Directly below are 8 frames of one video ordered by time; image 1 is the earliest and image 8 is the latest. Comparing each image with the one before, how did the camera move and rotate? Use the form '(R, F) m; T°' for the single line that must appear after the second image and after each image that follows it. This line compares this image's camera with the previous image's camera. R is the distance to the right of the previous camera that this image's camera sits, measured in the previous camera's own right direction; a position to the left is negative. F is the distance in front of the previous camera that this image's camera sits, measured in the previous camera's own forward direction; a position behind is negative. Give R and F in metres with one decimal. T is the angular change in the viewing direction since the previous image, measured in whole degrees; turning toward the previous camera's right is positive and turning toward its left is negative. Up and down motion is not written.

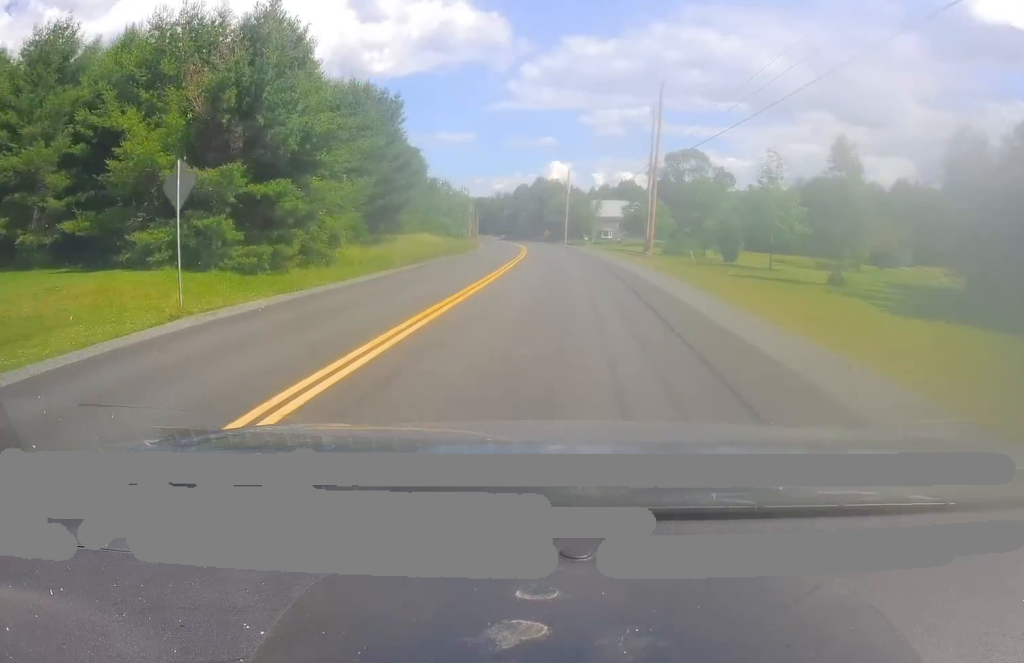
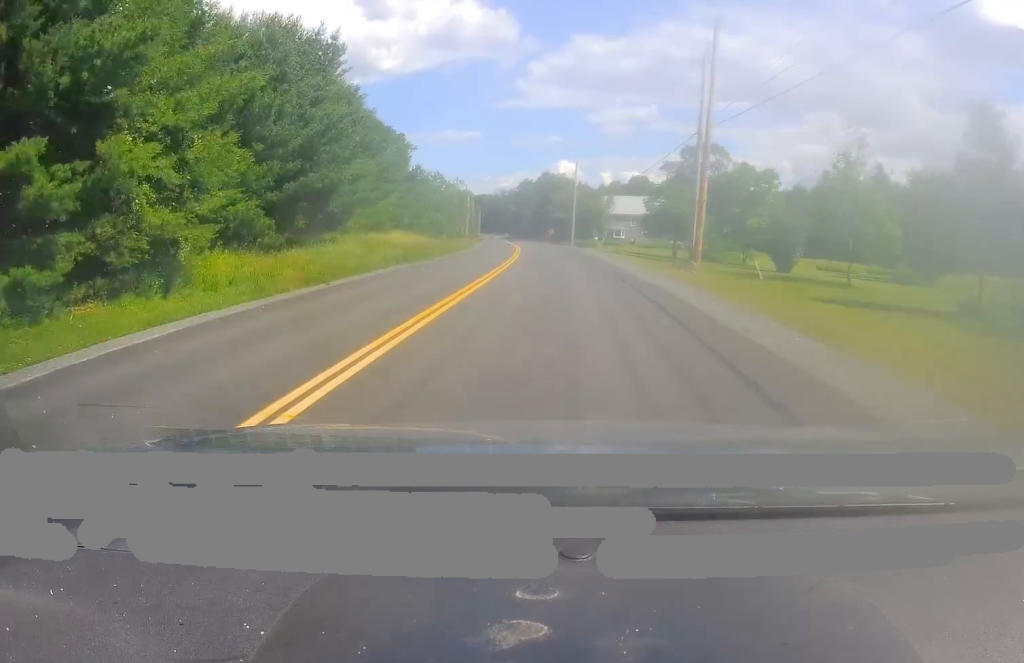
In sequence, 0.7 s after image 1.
(0.0, +15.3) m; 0°
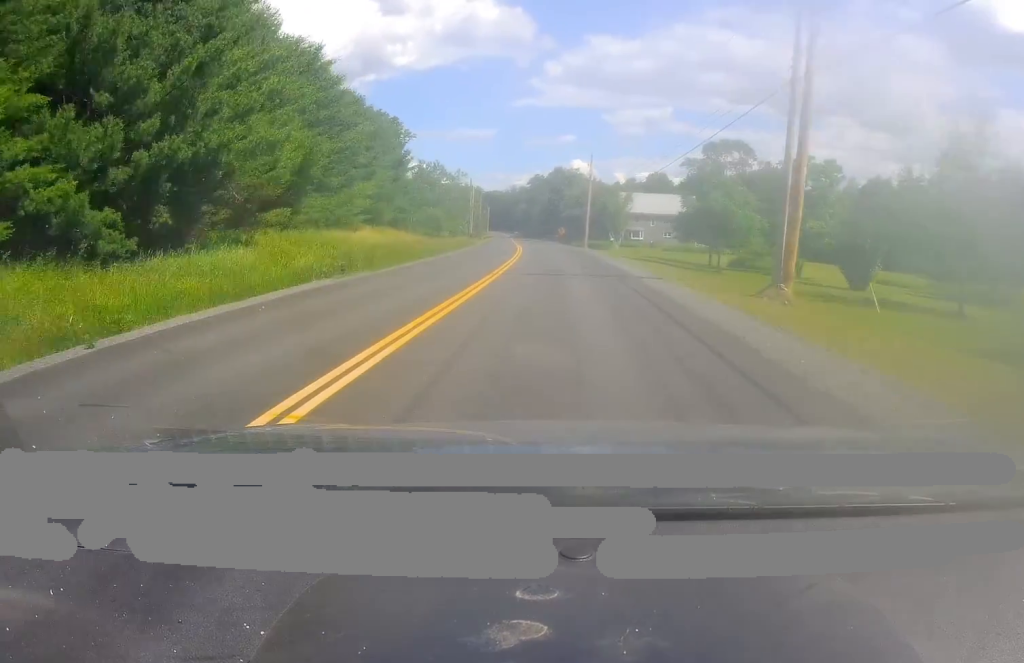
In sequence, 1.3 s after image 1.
(0.0, +11.9) m; -1°
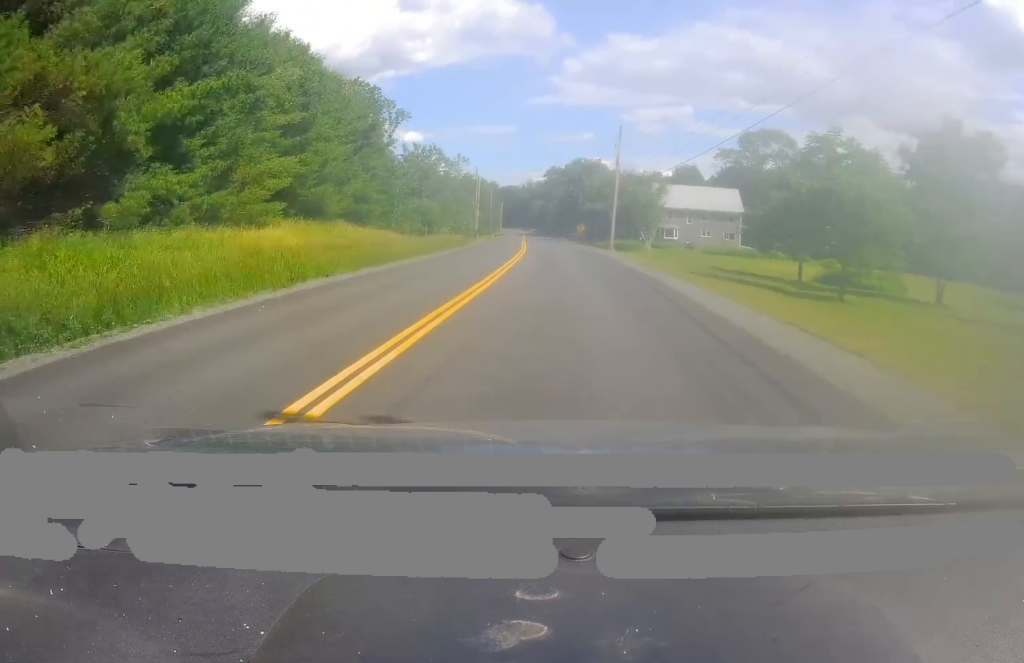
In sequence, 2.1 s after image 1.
(+0.2, +17.7) m; -5°
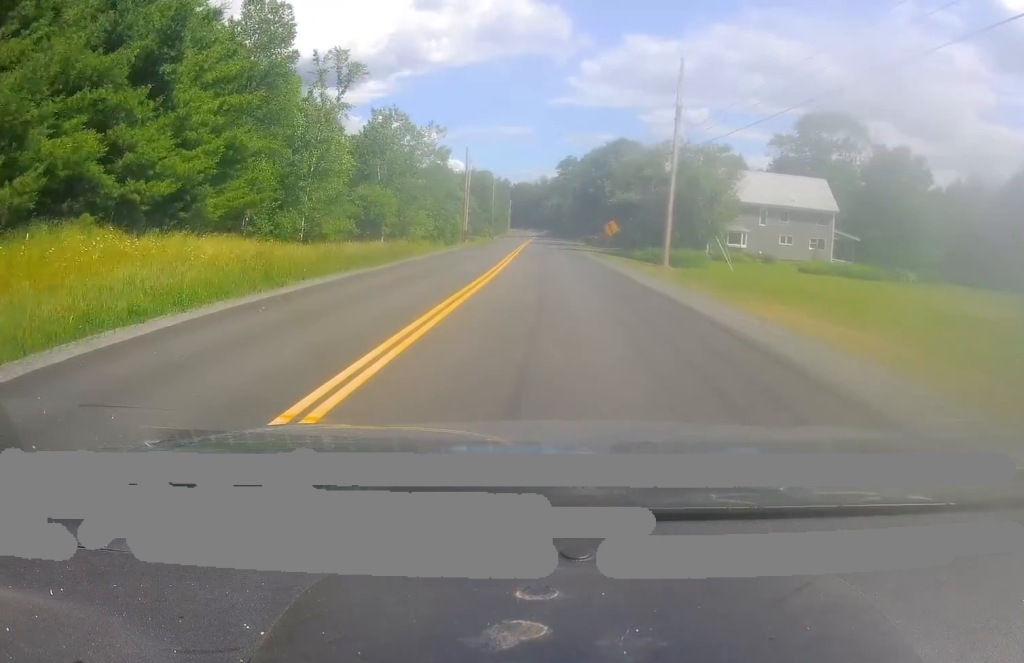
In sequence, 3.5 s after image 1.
(-2.0, +29.2) m; -1°
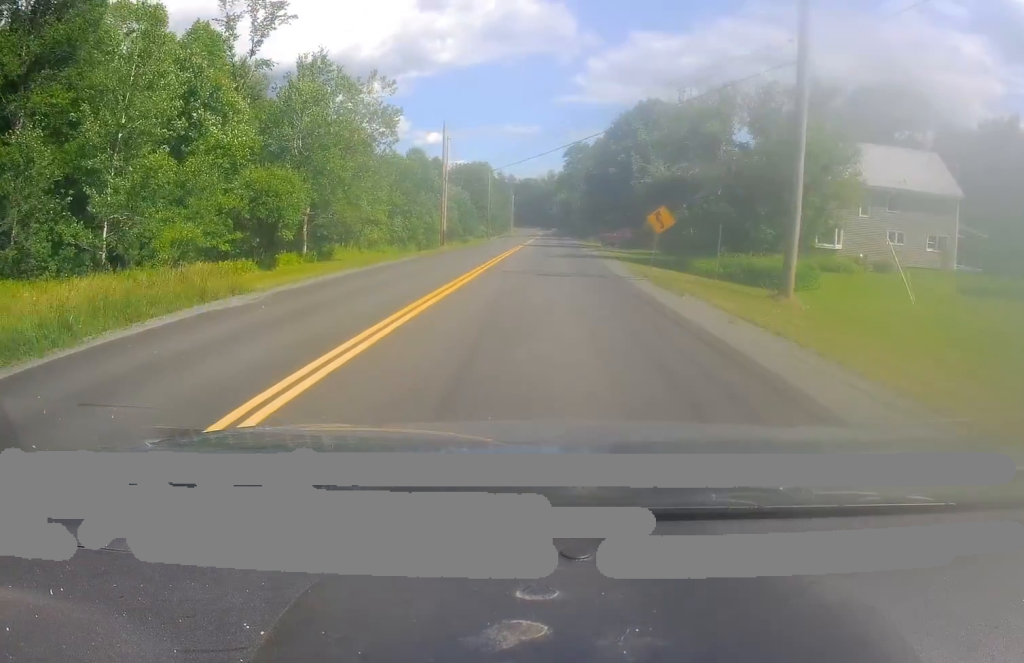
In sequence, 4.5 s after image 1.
(+0.8, +21.7) m; +2°
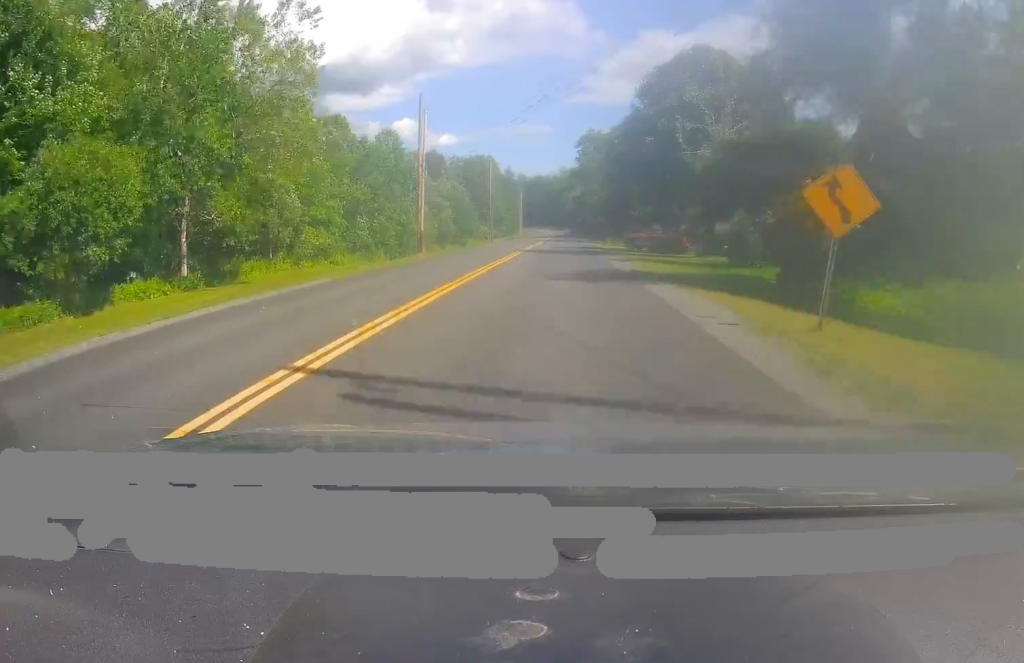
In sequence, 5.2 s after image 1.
(0.0, +16.0) m; -1°
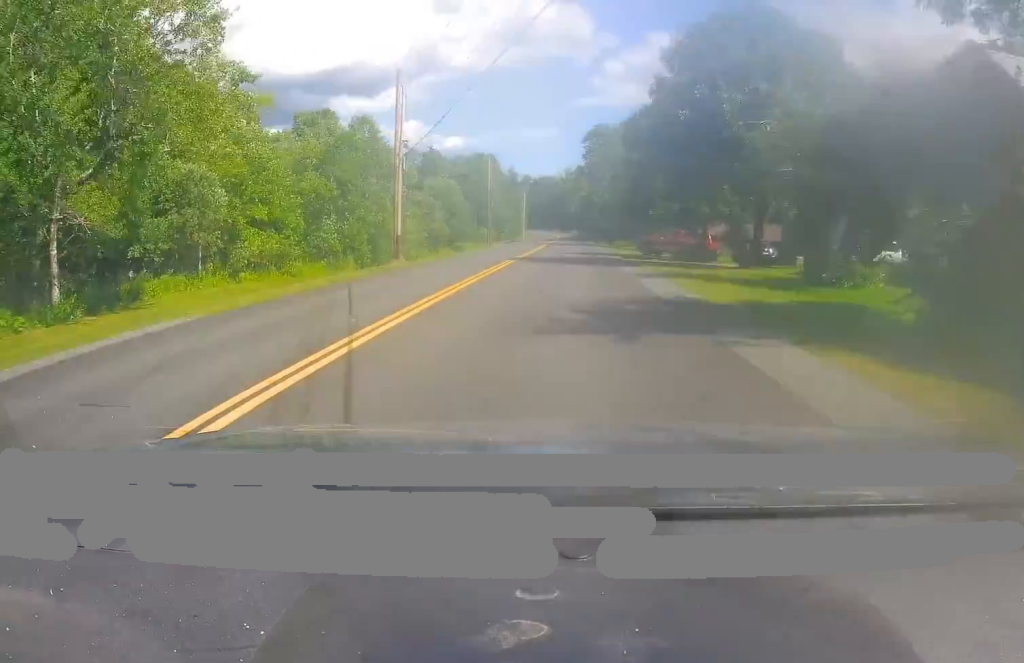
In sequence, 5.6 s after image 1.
(-0.1, +8.8) m; 0°
